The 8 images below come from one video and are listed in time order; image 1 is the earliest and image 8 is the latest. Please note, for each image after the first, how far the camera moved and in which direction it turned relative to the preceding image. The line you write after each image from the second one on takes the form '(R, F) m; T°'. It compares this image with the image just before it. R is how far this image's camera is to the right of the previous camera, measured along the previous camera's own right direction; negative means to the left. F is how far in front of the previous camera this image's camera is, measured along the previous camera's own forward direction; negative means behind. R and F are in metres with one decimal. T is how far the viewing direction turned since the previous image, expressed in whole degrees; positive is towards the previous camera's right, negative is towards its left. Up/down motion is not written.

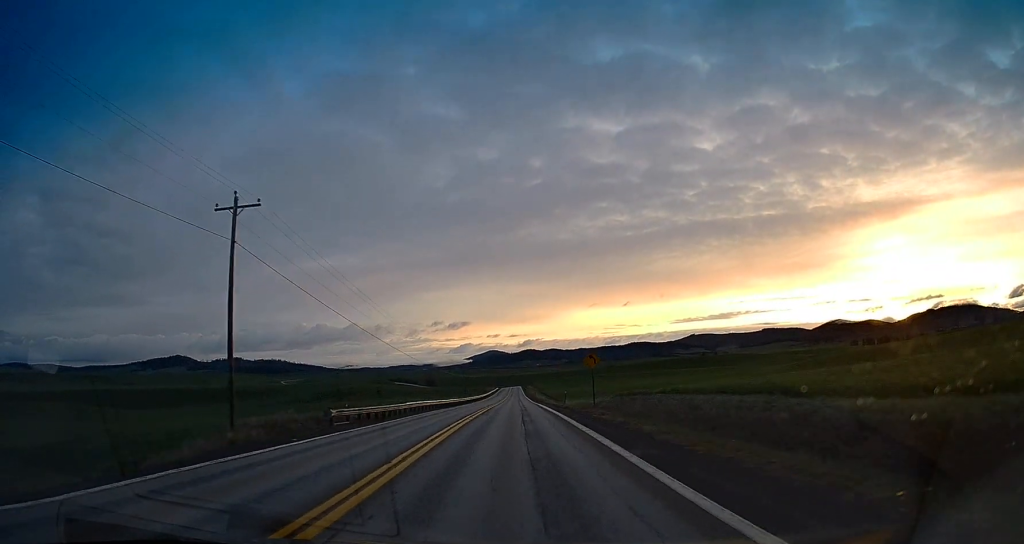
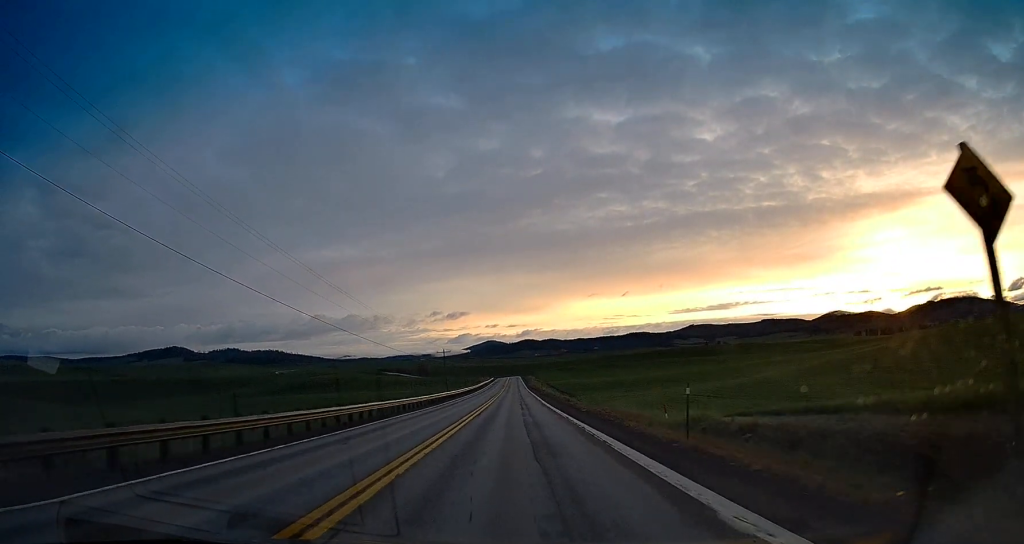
(+0.2, +36.3) m; 0°
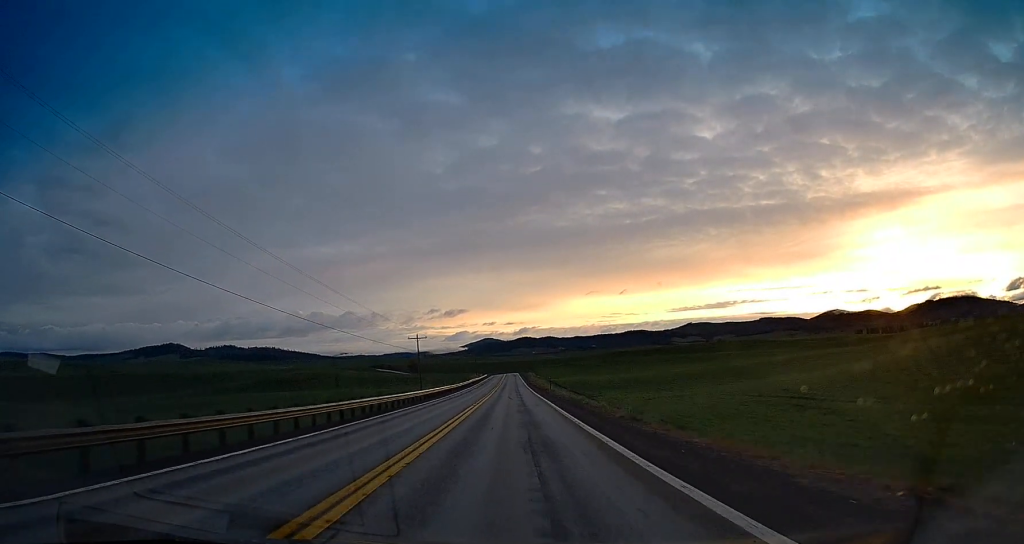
(-0.1, +27.5) m; 0°
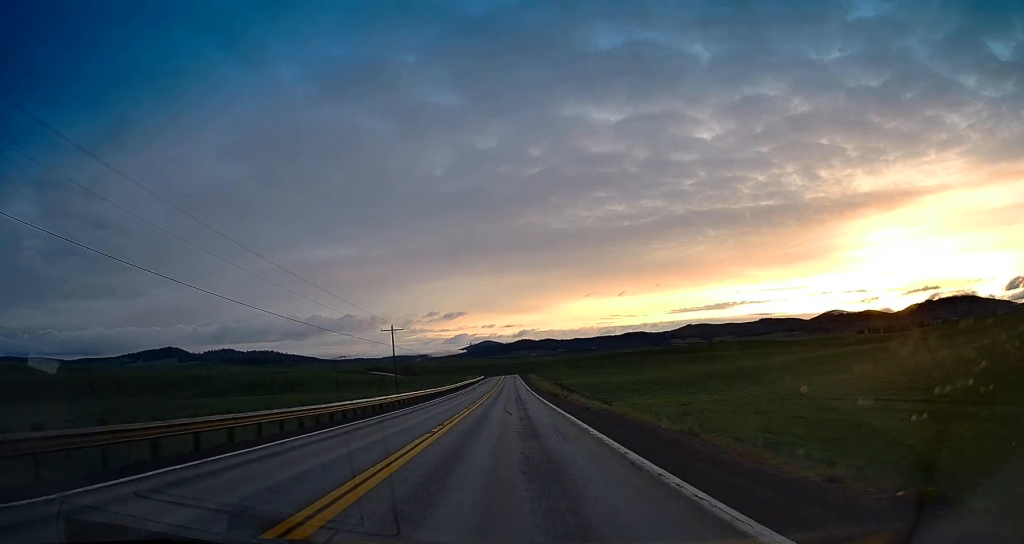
(0.0, +16.5) m; 0°
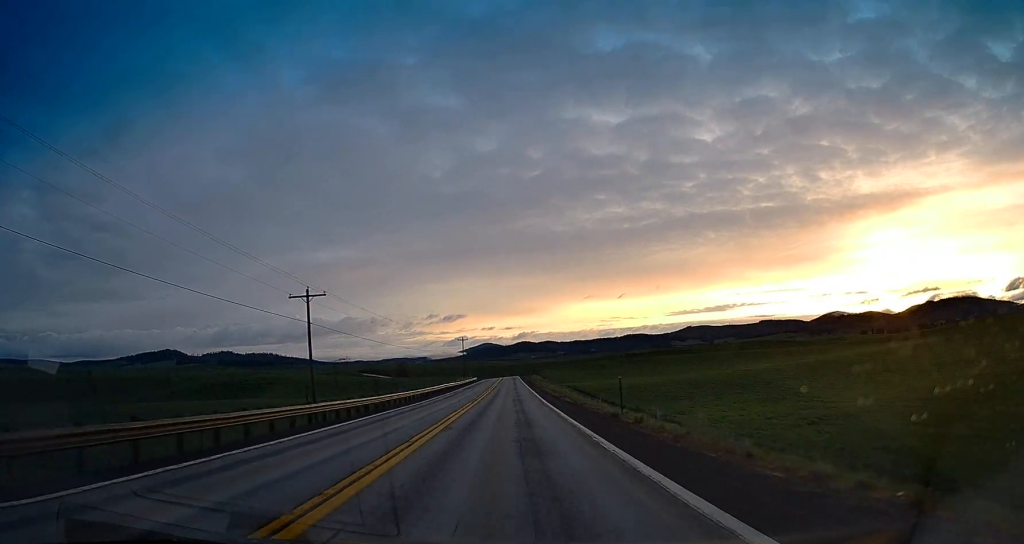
(0.0, +27.5) m; 0°
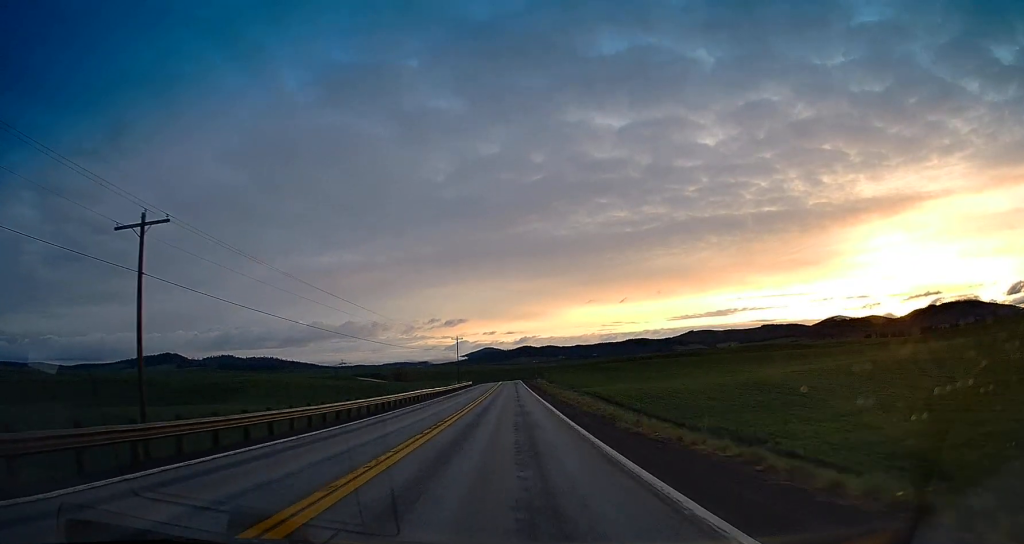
(0.0, +19.2) m; 0°
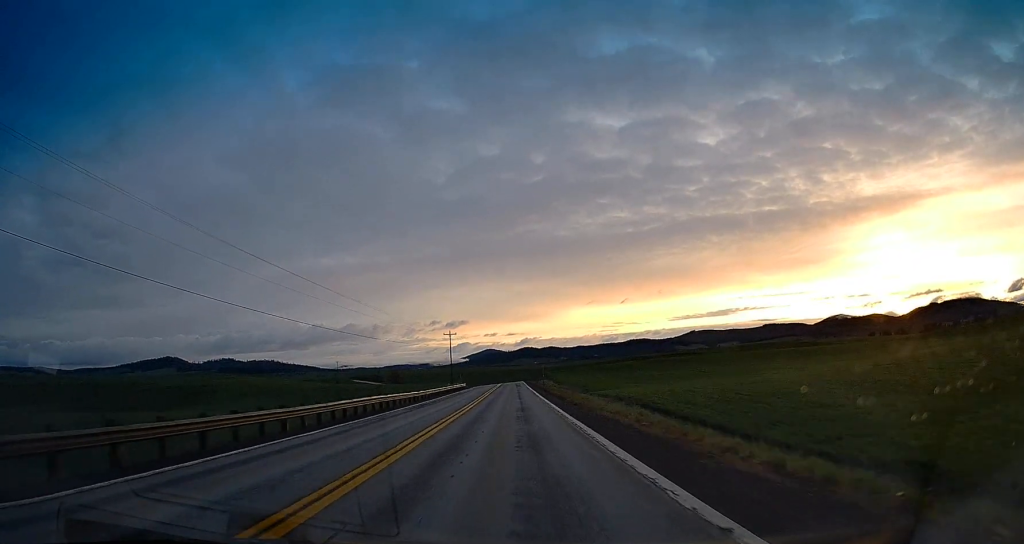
(0.0, +18.2) m; 0°
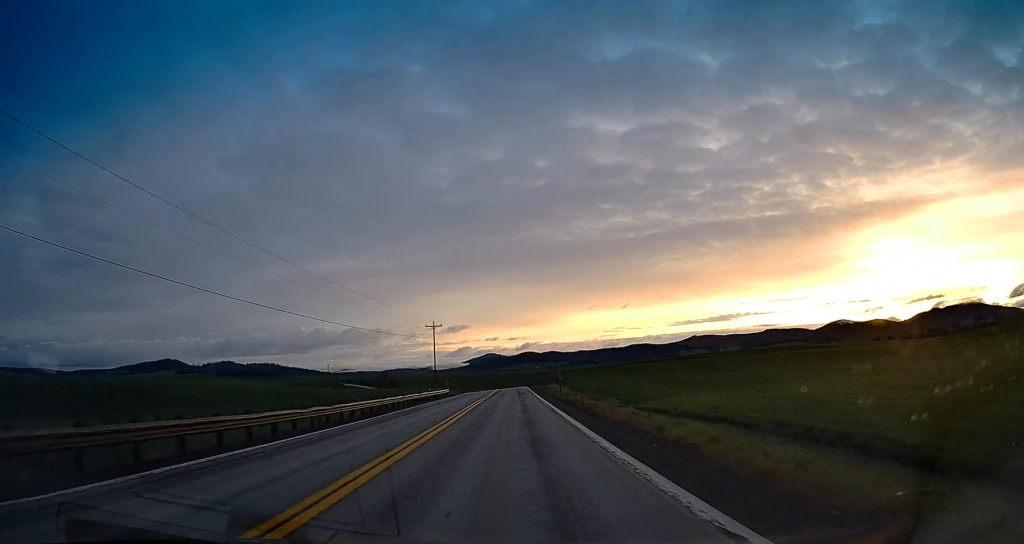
(0.0, +26.2) m; 0°
